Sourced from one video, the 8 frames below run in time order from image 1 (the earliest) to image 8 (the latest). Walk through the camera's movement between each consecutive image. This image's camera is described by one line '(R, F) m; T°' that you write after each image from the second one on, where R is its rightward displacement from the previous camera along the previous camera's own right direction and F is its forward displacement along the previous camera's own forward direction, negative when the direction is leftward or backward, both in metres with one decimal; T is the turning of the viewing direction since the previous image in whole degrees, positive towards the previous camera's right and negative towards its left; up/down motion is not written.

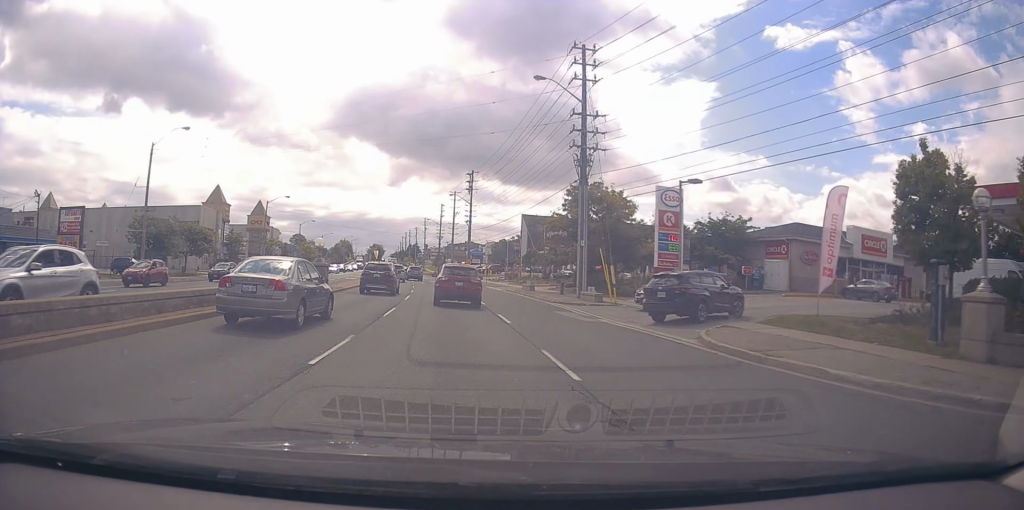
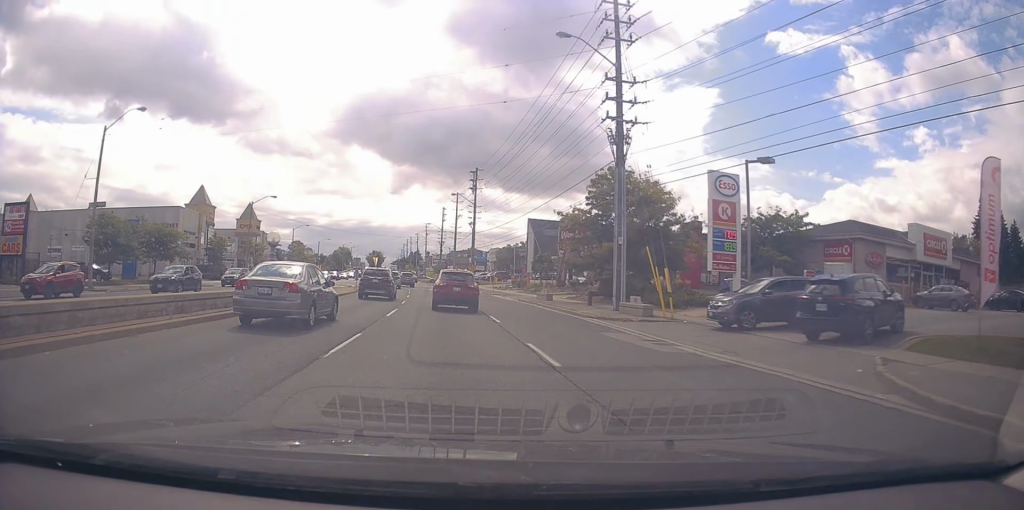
(-0.3, +7.4) m; -1°
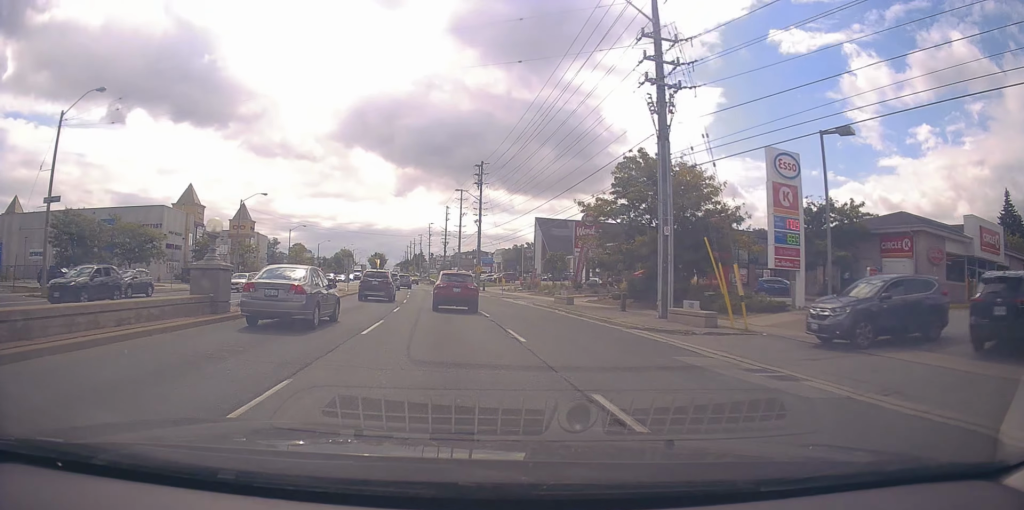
(-0.2, +5.3) m; -1°
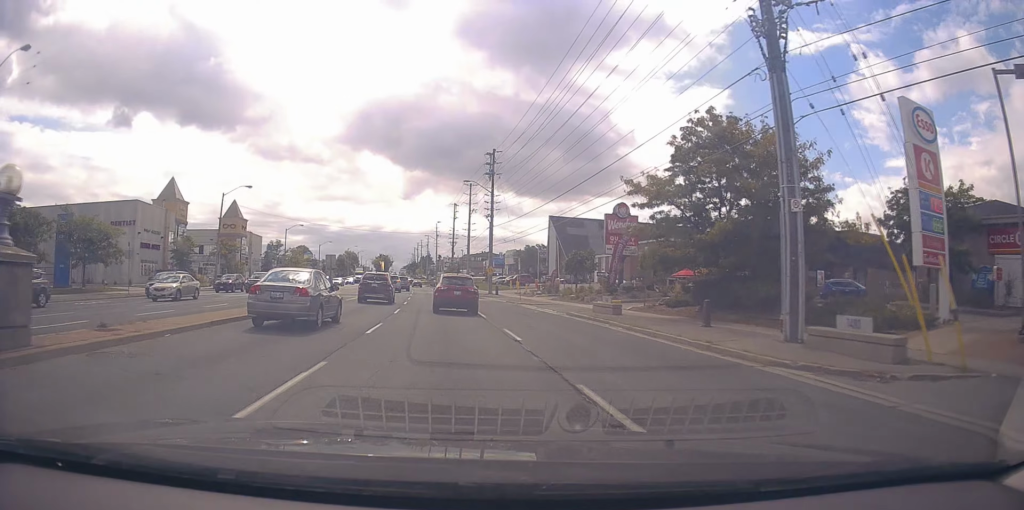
(+0.2, +8.0) m; -1°
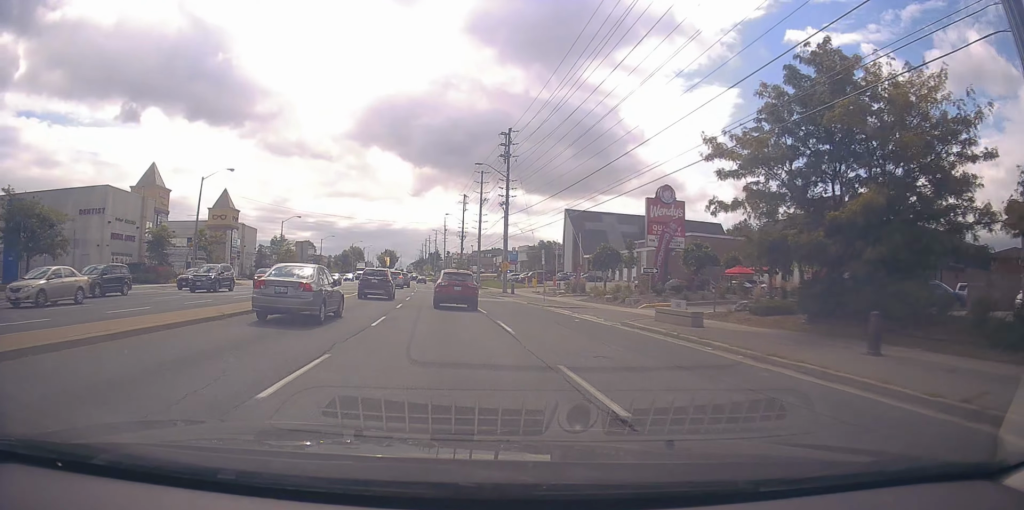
(+0.1, +7.7) m; -1°
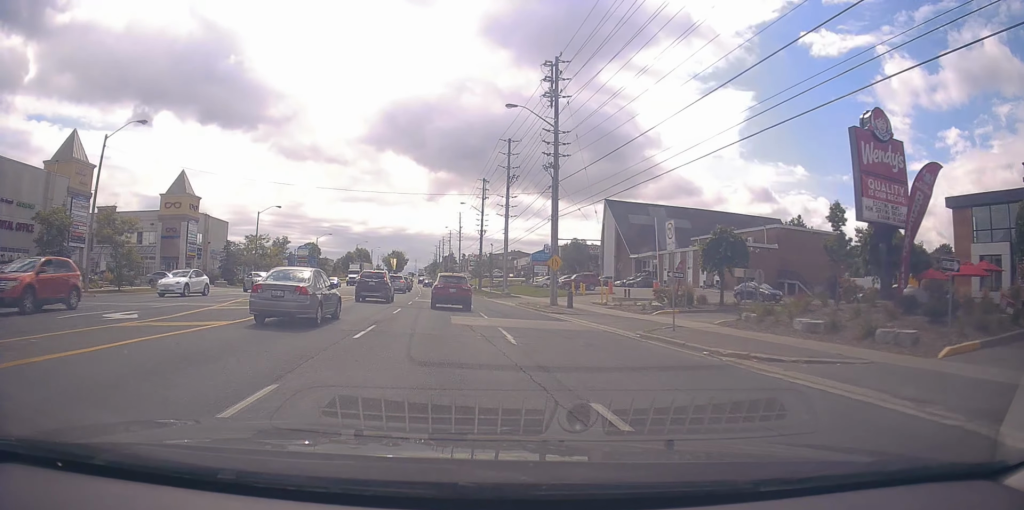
(-0.4, +20.0) m; 0°
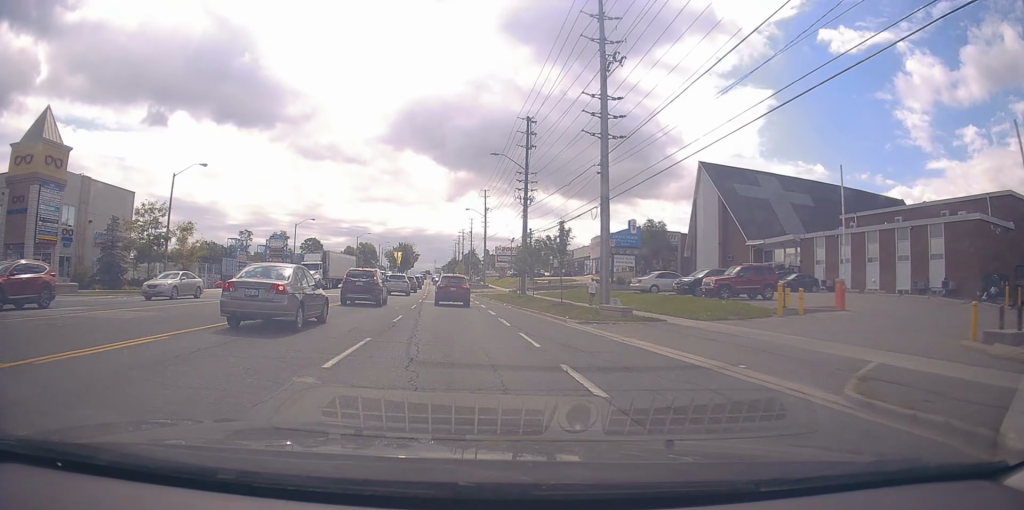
(-0.4, +31.3) m; -3°
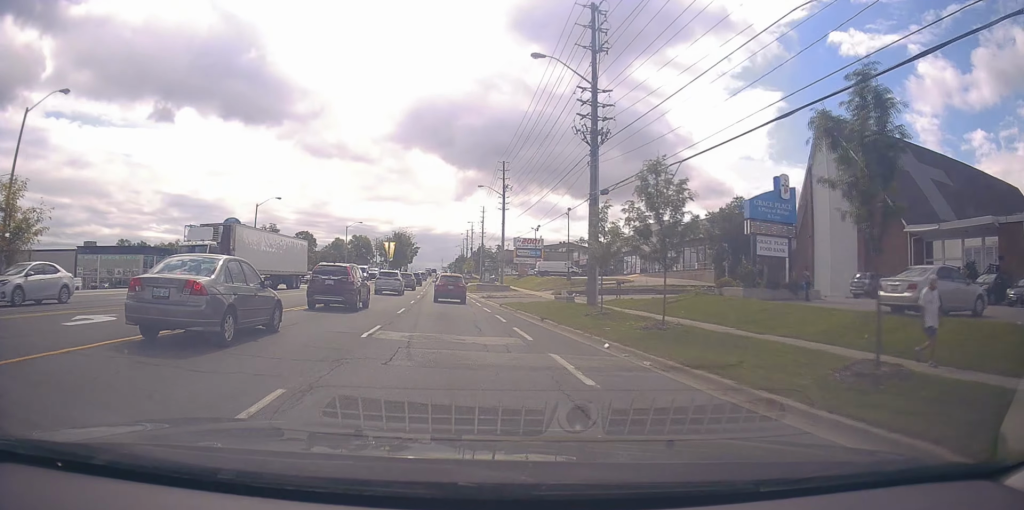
(-0.5, +22.7) m; -1°
